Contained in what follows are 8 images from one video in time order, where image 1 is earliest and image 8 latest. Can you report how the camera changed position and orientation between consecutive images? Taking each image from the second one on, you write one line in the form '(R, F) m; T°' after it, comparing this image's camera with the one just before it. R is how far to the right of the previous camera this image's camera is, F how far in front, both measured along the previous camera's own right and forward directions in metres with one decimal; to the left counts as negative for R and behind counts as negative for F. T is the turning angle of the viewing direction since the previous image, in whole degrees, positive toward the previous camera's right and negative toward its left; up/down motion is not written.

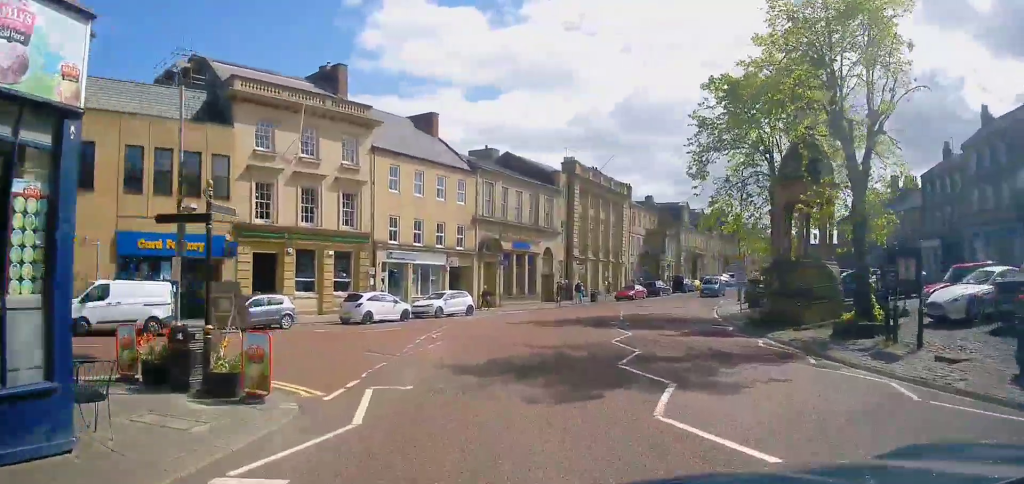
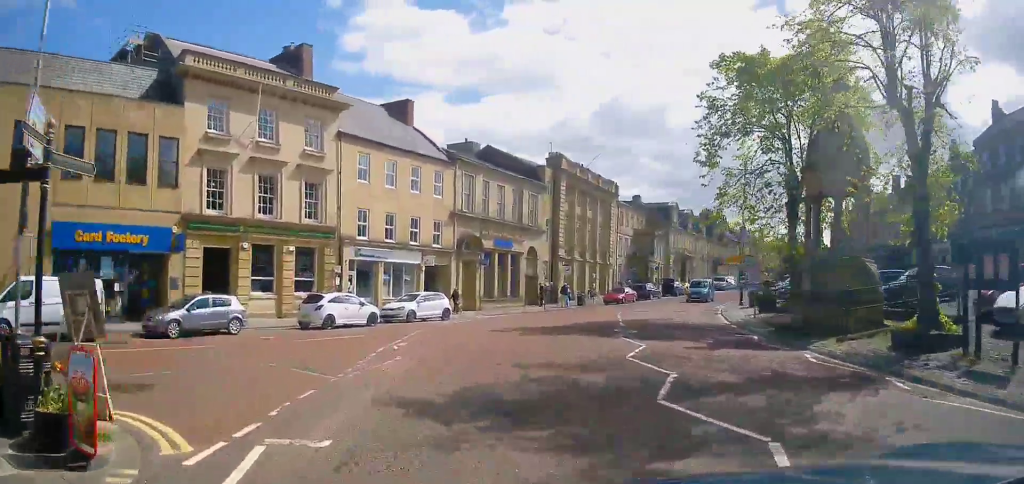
(+0.5, +3.6) m; +4°
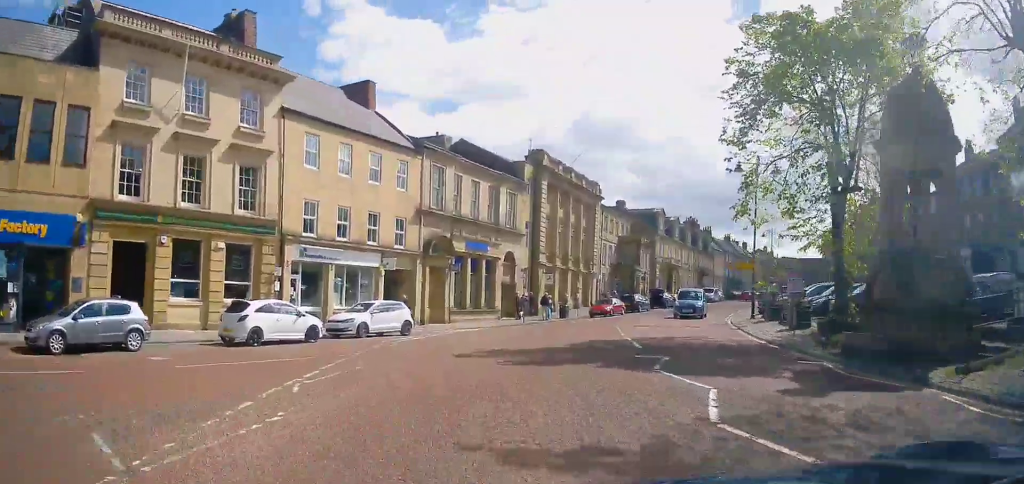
(+0.4, +5.2) m; +4°
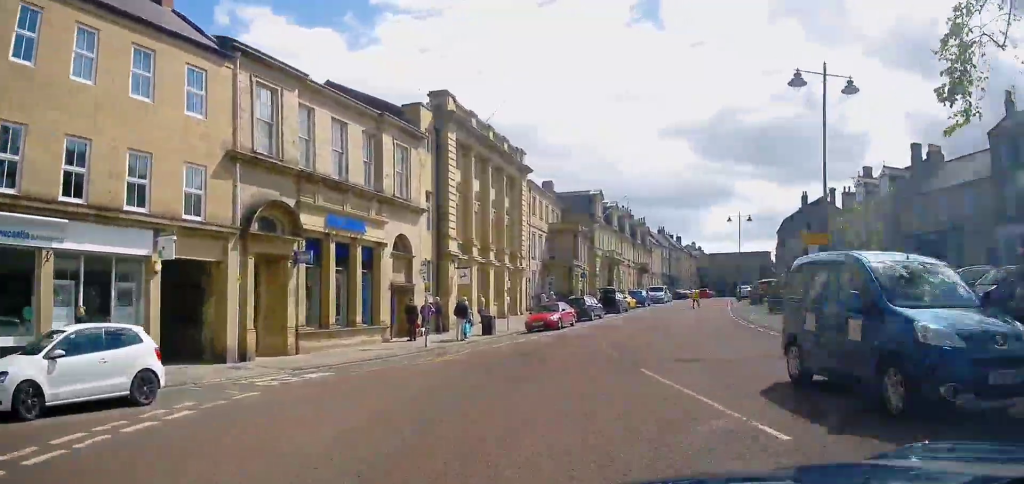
(-0.8, +14.3) m; -2°
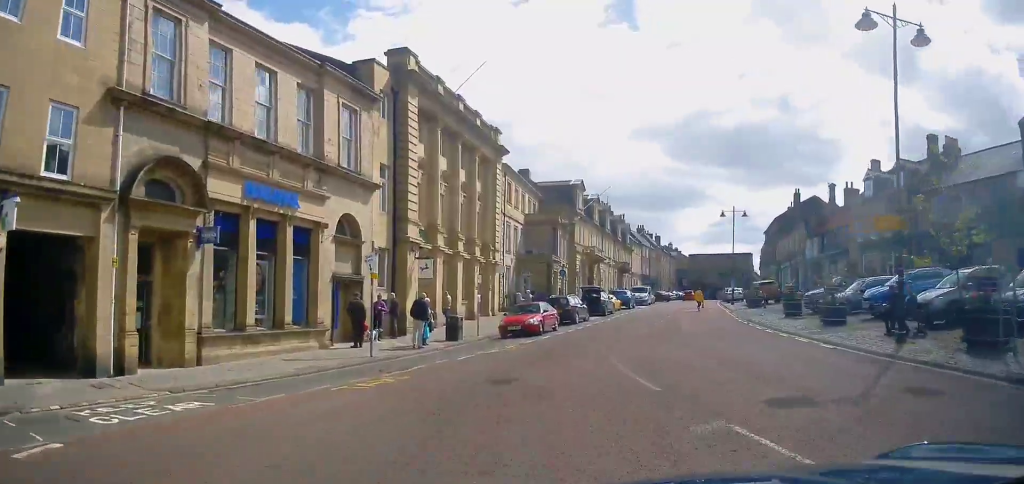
(+0.3, +5.1) m; +7°
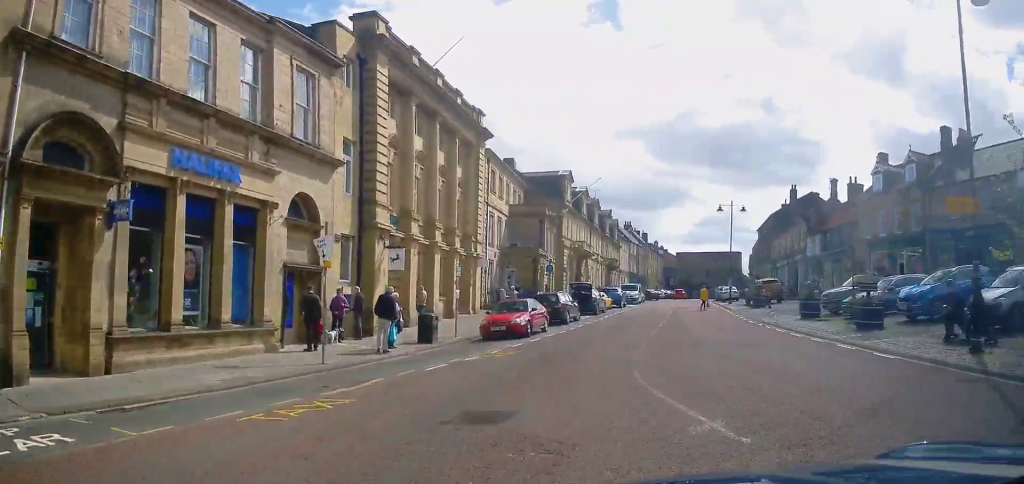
(+0.2, +3.1) m; +4°
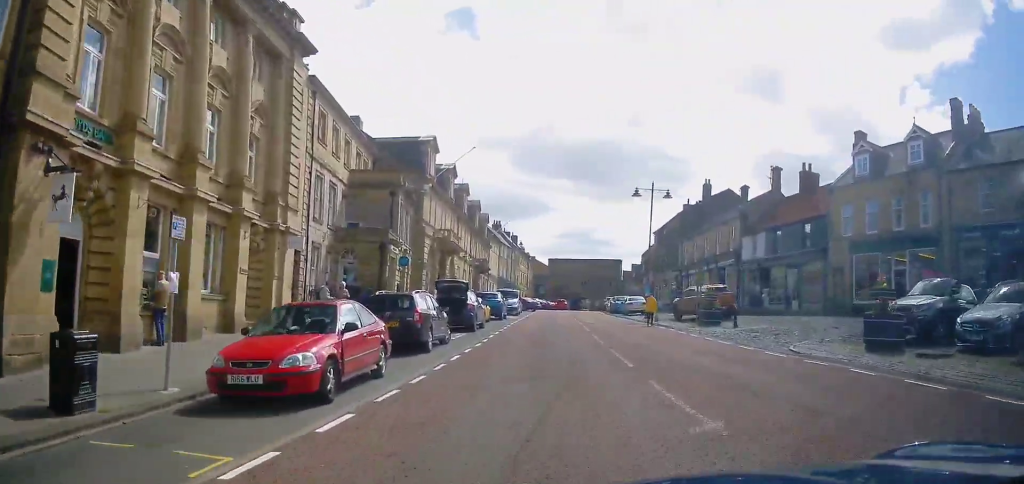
(+1.6, +13.0) m; +12°
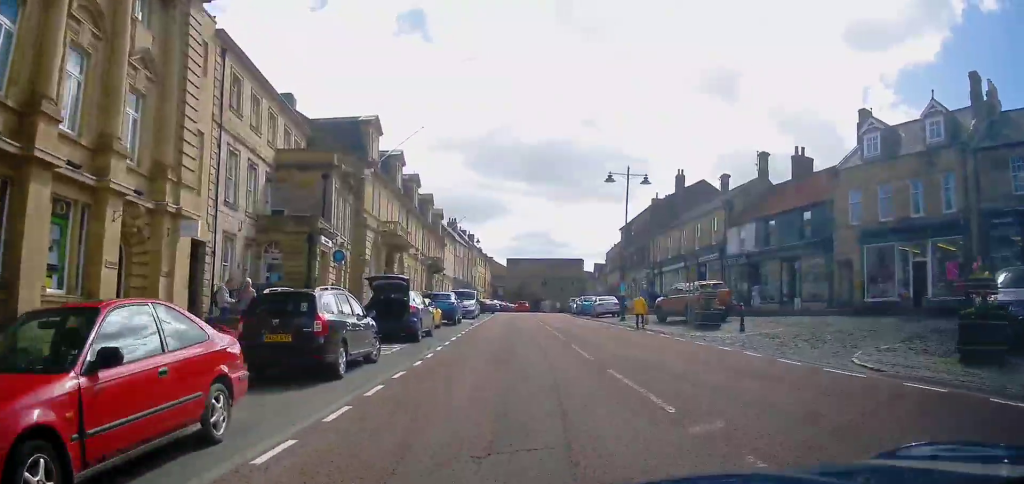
(0.0, +5.0) m; +4°
